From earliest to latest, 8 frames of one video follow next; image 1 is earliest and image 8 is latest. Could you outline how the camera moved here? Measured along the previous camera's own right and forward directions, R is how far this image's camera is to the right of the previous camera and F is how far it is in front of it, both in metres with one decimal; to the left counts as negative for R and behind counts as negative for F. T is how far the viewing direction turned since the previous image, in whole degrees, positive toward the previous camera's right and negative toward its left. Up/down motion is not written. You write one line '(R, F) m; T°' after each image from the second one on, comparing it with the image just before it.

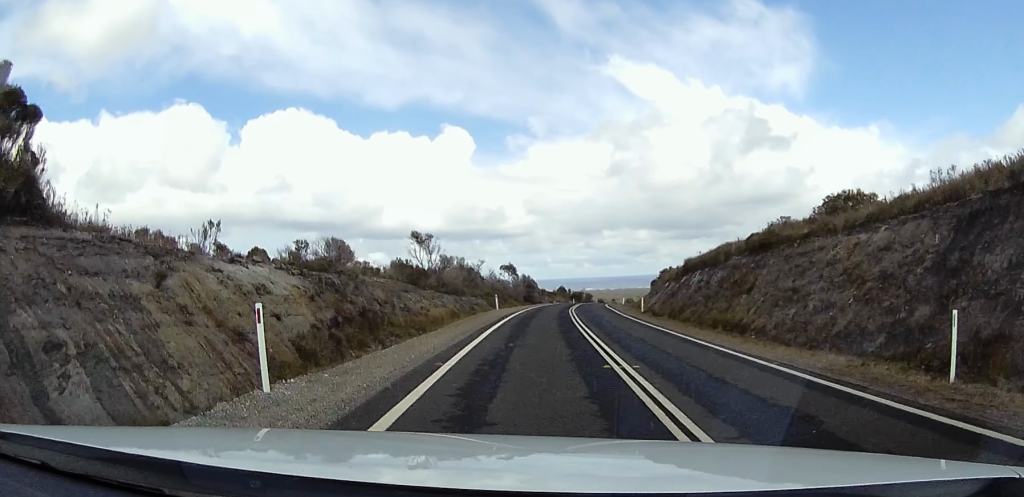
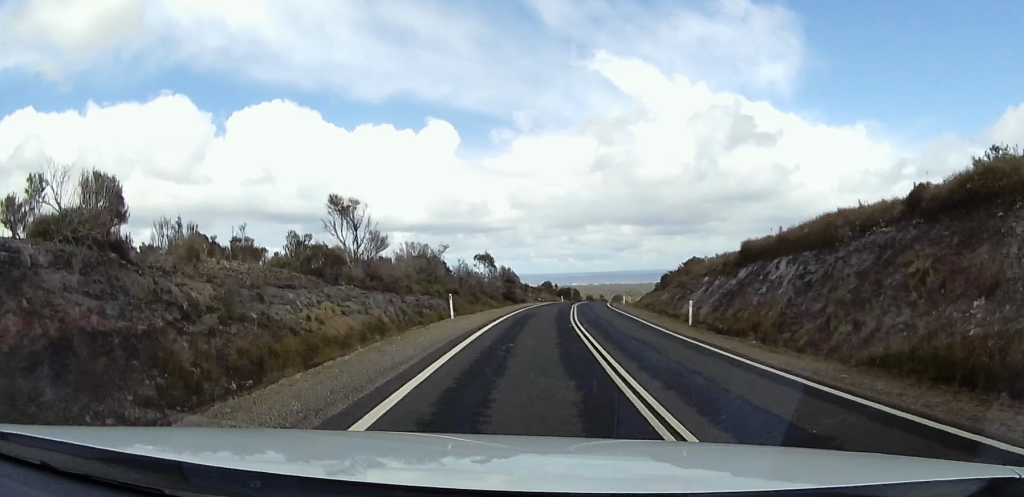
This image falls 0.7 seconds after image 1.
(+0.6, +17.2) m; +3°
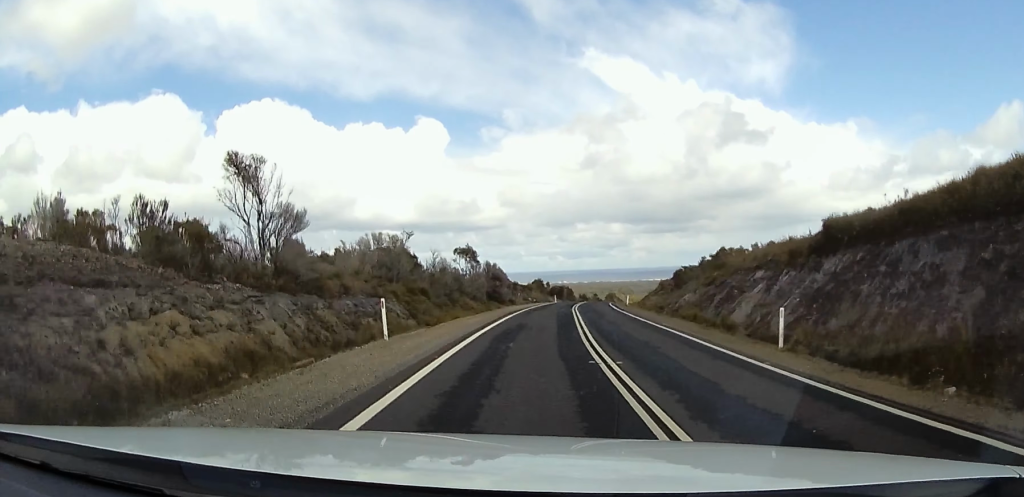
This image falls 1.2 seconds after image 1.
(+0.6, +10.9) m; +1°
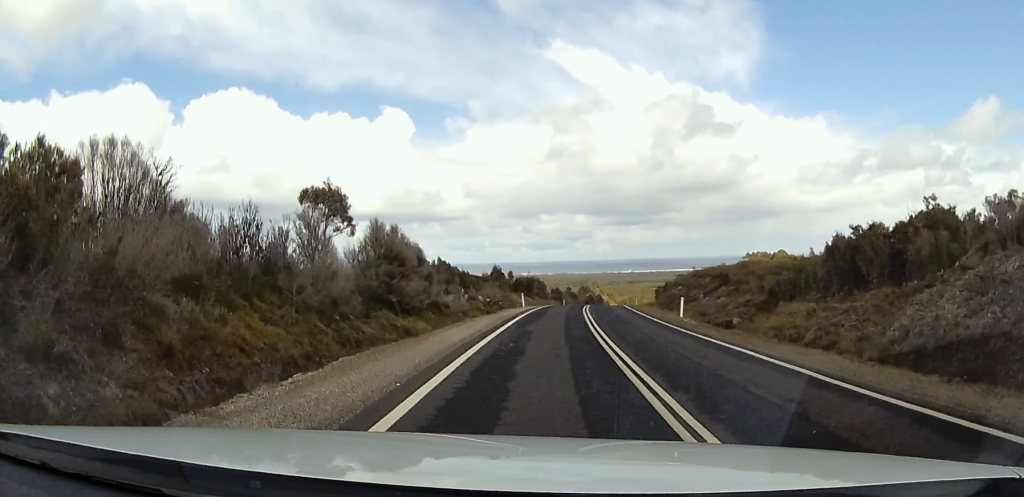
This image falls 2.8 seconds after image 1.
(+0.2, +37.0) m; +2°
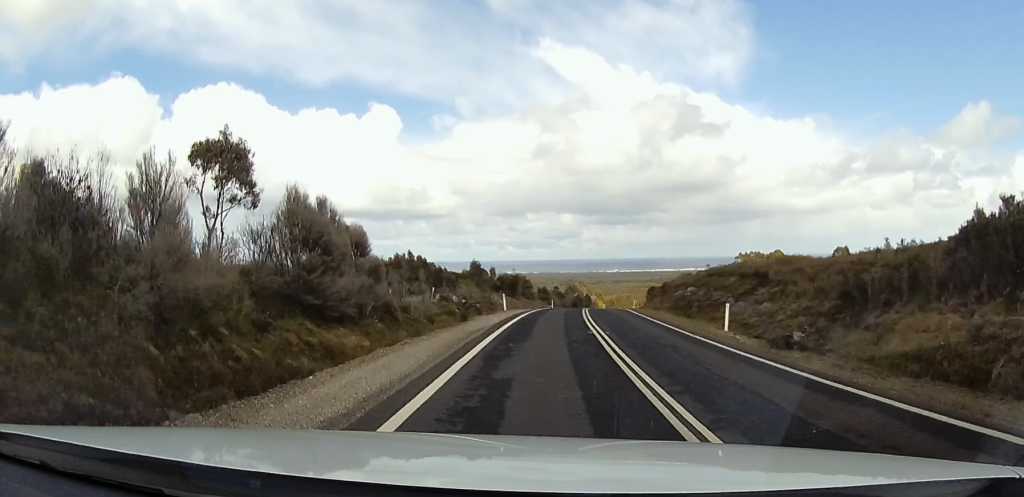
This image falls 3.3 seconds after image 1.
(+0.1, +9.6) m; +1°
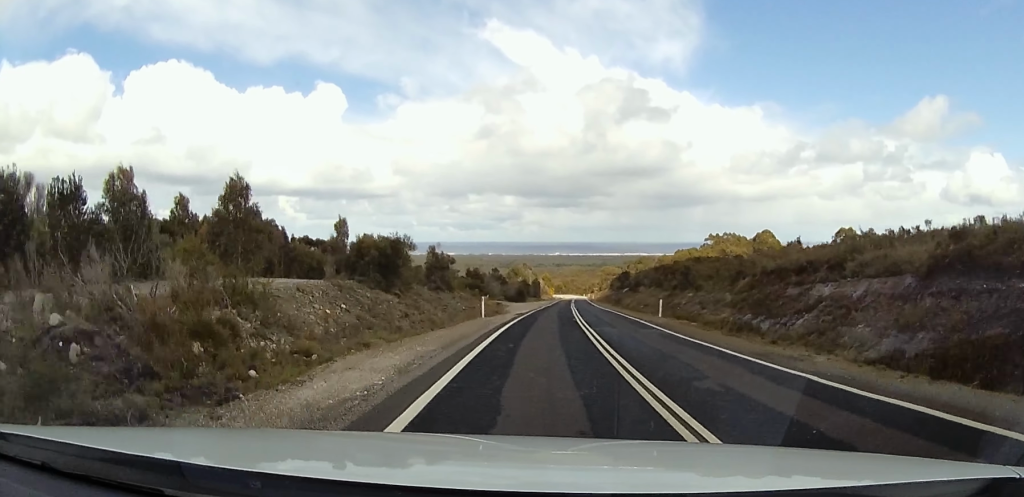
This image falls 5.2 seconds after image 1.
(+2.1, +41.6) m; +5°
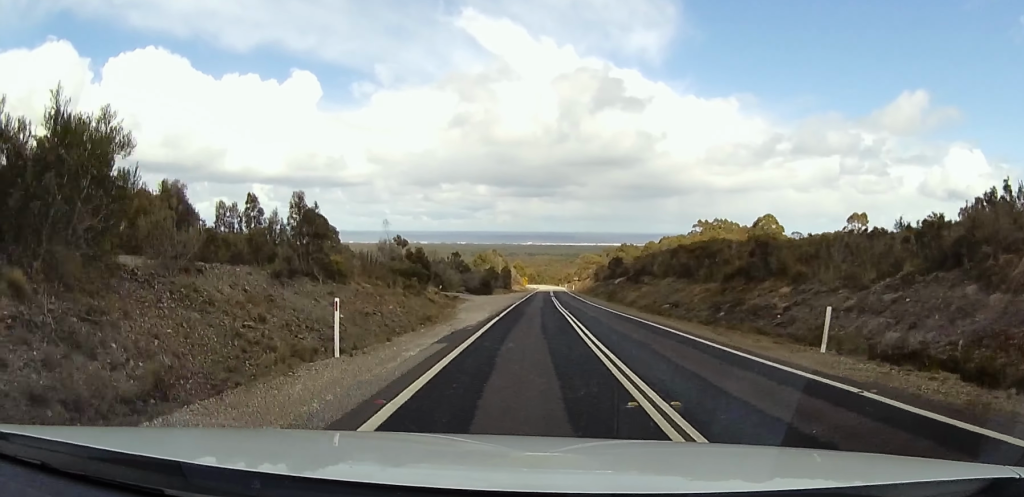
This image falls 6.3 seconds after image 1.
(-0.3, +22.8) m; +2°
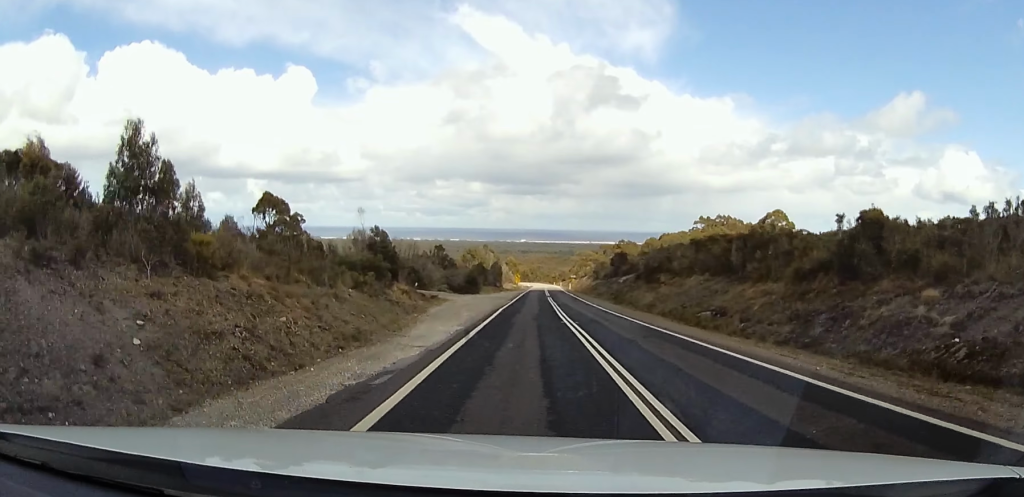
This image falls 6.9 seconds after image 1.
(+0.5, +10.9) m; +2°
